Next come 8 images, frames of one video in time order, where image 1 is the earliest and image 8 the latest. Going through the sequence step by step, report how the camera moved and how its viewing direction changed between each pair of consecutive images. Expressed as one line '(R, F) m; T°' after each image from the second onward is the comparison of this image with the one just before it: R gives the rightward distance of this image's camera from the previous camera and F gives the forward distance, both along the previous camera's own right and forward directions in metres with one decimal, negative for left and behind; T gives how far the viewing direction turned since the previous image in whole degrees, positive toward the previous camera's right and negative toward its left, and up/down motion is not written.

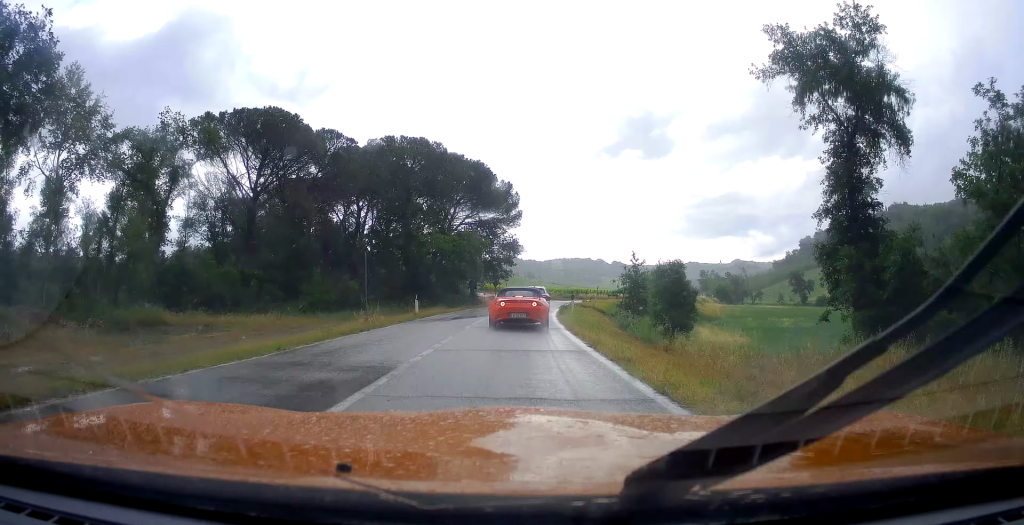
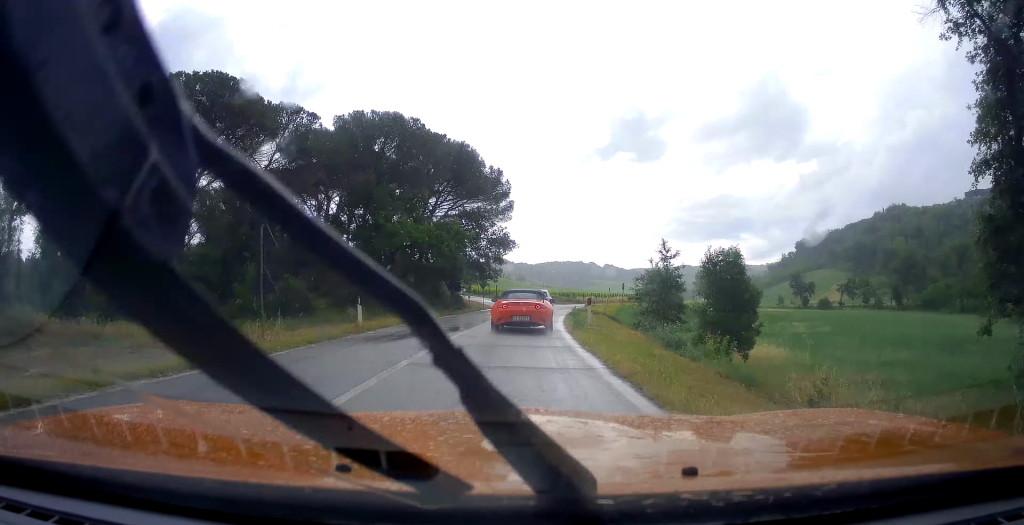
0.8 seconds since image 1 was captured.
(0.0, +9.9) m; +1°
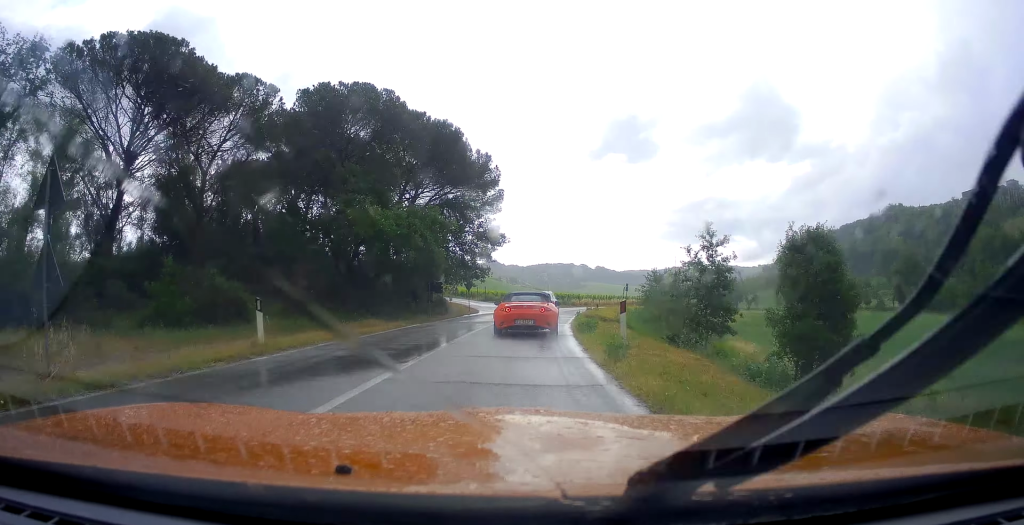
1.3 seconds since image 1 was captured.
(+0.4, +7.4) m; +1°
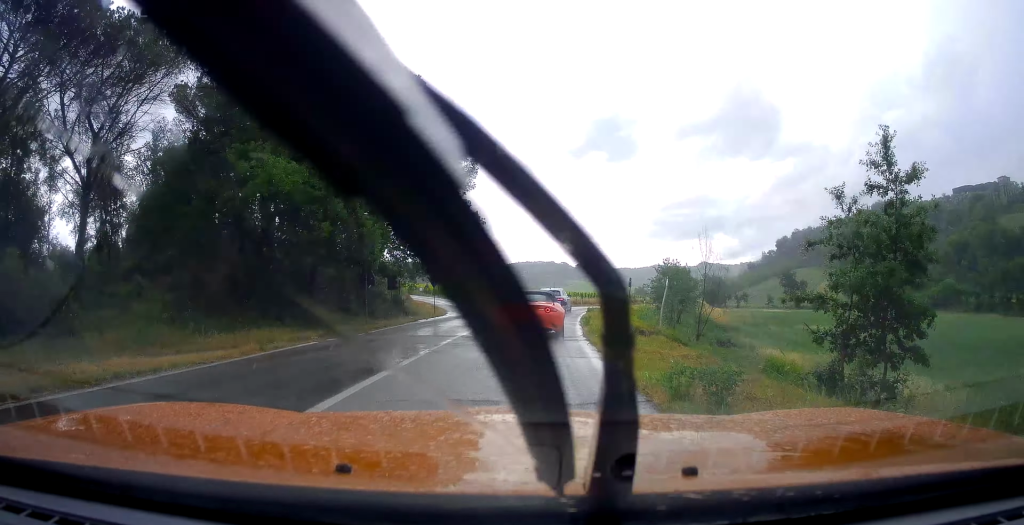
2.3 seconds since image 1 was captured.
(-0.4, +11.3) m; +2°
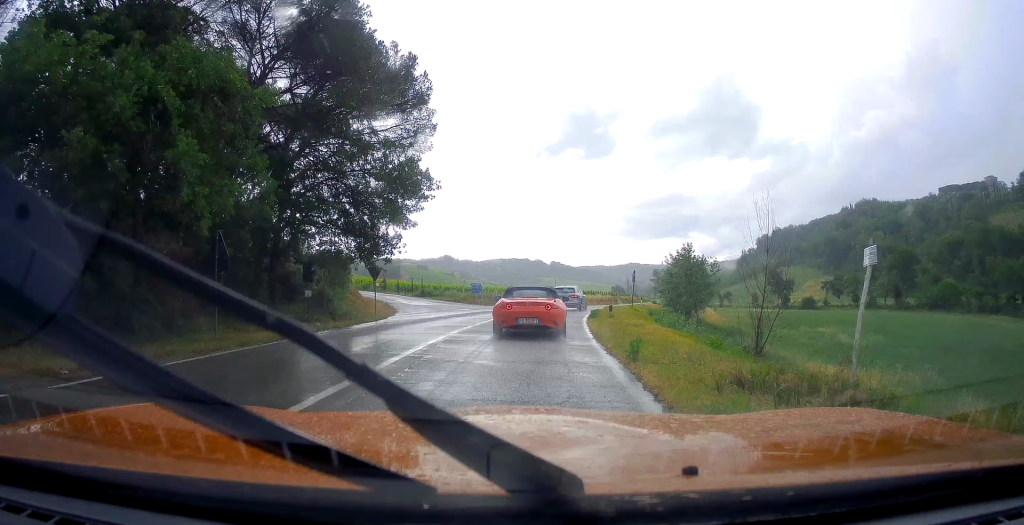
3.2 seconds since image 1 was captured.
(+0.8, +10.7) m; +6°
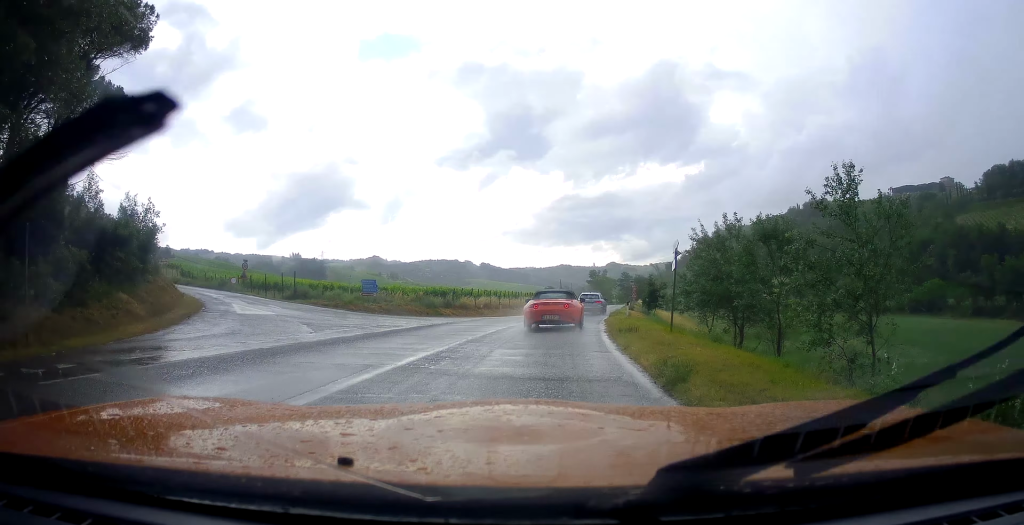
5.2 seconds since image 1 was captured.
(+0.3, +22.2) m; +1°
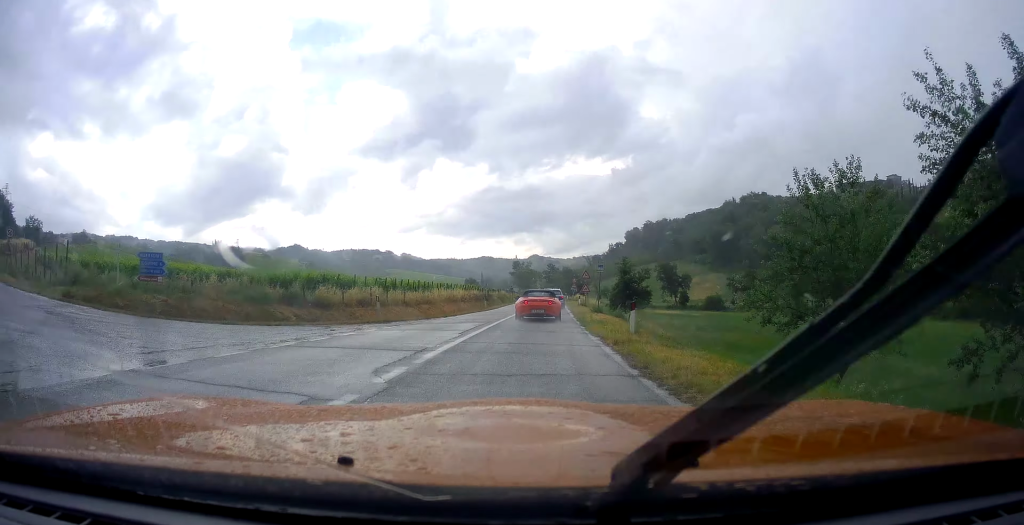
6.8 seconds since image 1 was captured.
(+0.8, +20.5) m; +5°
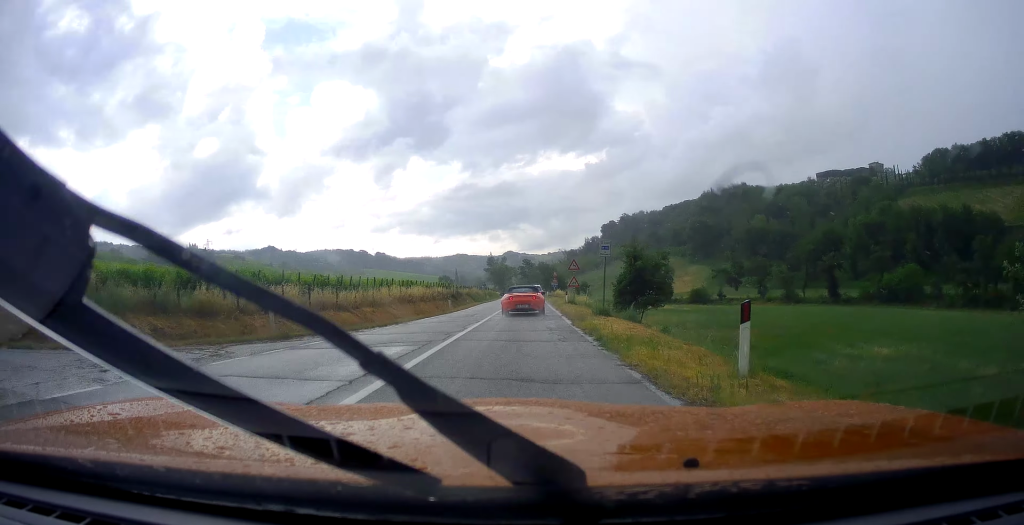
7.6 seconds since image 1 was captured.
(0.0, +10.5) m; +3°
